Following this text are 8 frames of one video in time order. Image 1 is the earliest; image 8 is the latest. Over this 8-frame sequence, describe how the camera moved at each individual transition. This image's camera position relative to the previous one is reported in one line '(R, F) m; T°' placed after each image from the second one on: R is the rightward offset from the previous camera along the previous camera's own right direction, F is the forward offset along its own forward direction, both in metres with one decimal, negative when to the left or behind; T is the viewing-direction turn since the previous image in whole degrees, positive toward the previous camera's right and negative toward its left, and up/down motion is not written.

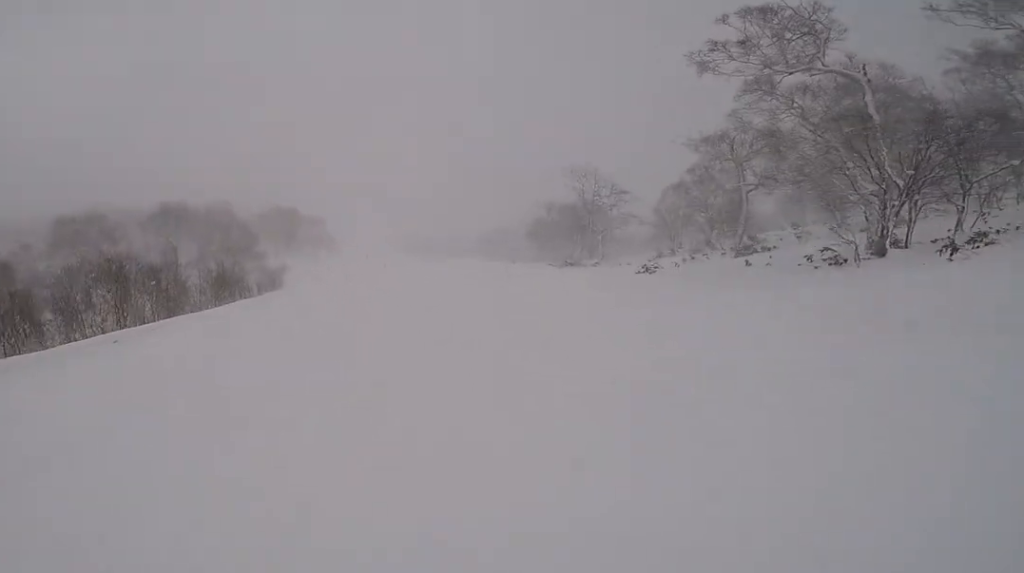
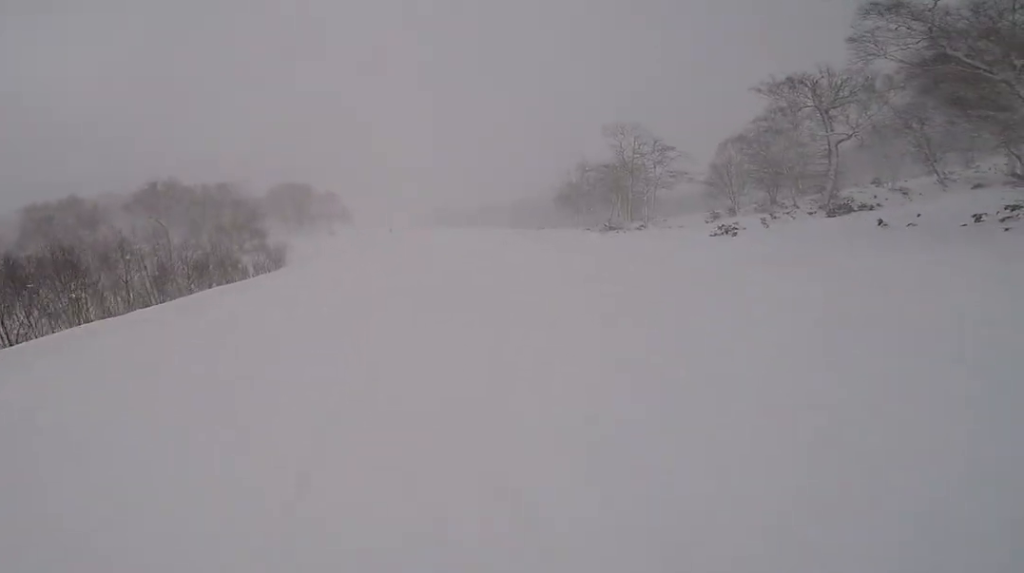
(-0.2, +6.9) m; -1°
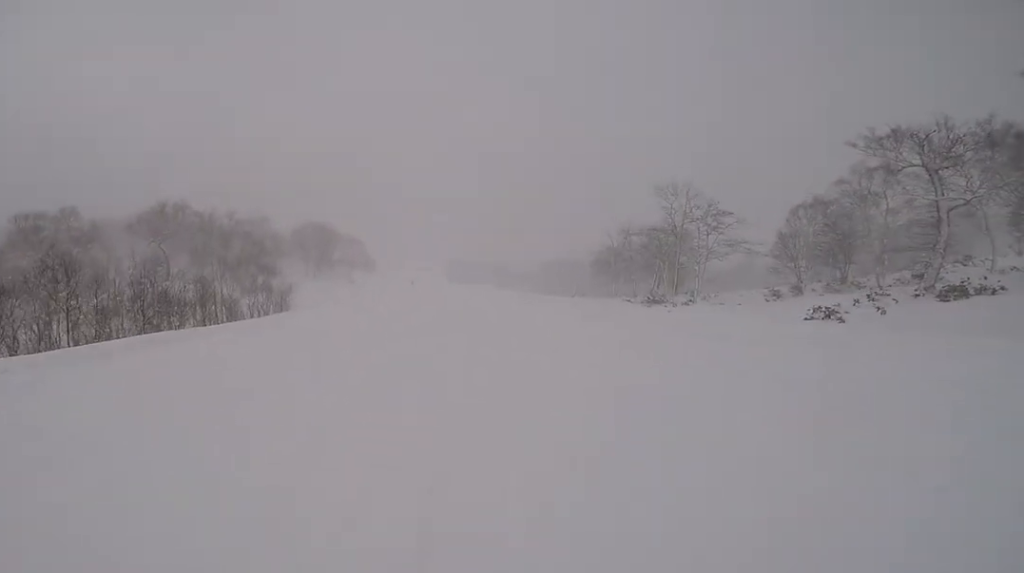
(-0.3, +6.4) m; 0°
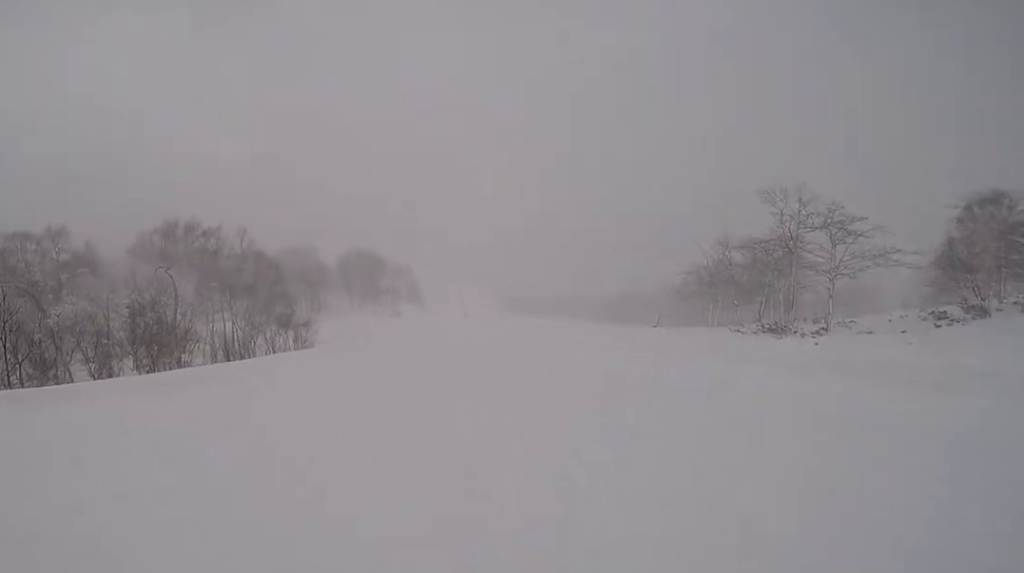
(+0.6, +10.0) m; +3°
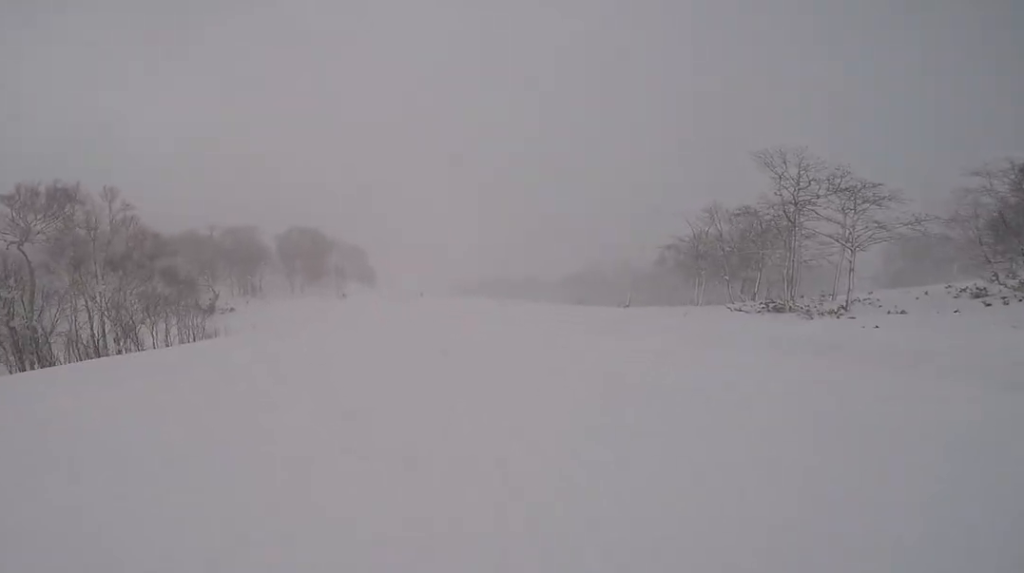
(0.0, +9.7) m; -3°
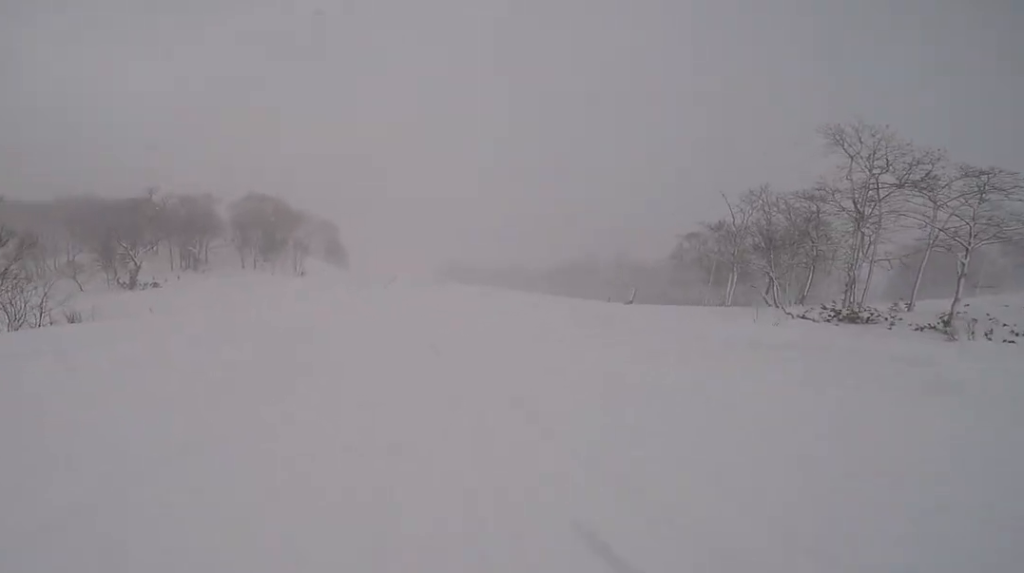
(-0.3, +11.2) m; +7°
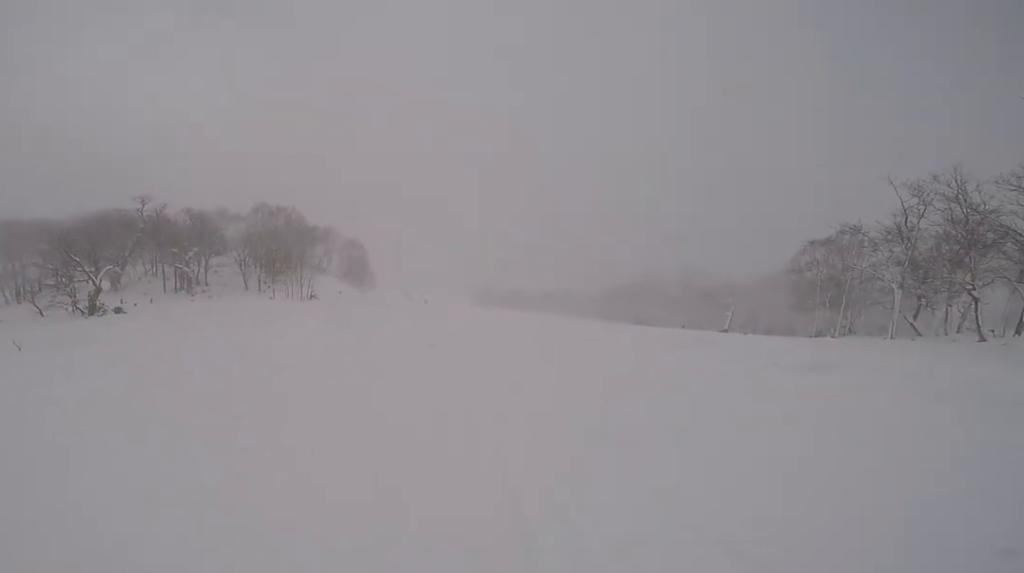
(+0.8, +12.5) m; -5°
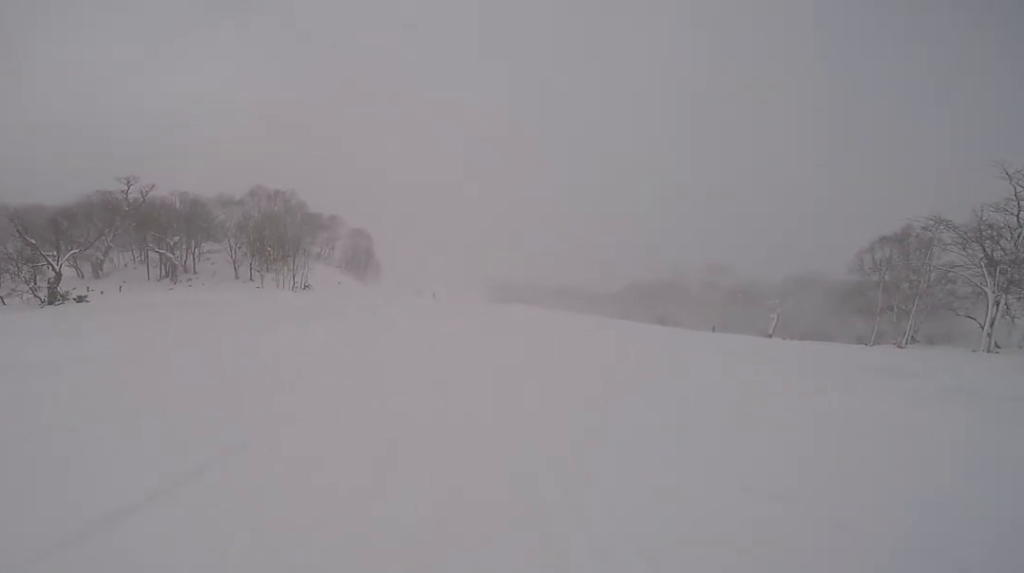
(-0.6, +5.6) m; -6°
